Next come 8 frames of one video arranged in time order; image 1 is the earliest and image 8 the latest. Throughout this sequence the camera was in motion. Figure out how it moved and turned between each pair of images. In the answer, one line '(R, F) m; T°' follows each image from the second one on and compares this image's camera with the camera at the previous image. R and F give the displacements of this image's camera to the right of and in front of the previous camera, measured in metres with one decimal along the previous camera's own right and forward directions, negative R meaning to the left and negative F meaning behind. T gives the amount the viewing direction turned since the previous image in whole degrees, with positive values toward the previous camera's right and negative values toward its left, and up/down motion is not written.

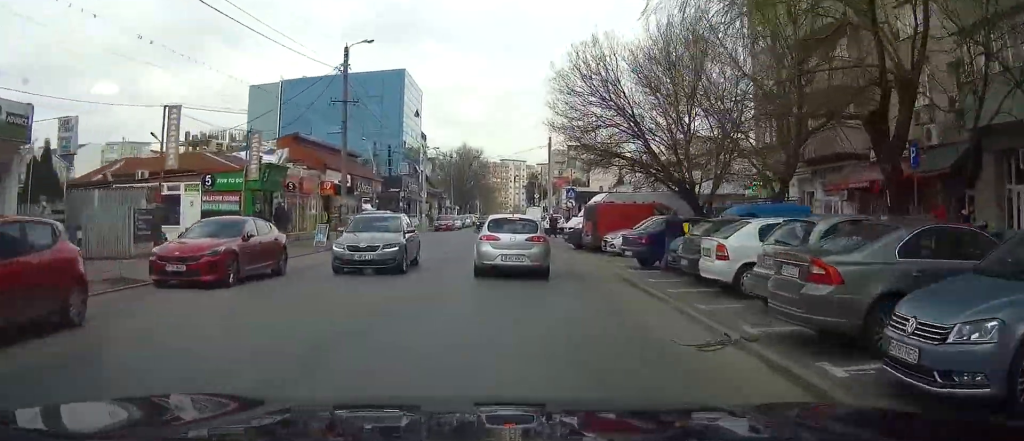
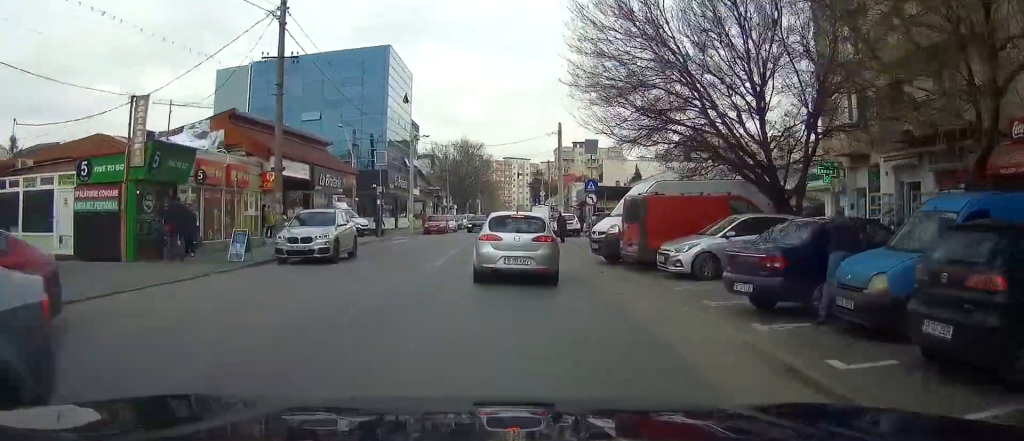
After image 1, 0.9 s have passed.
(0.0, +9.8) m; 0°
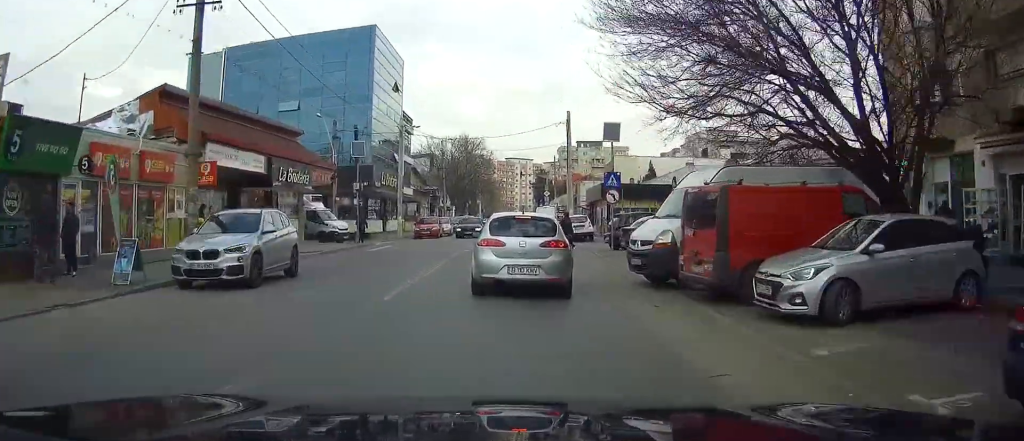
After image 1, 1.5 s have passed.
(0.0, +6.8) m; -1°
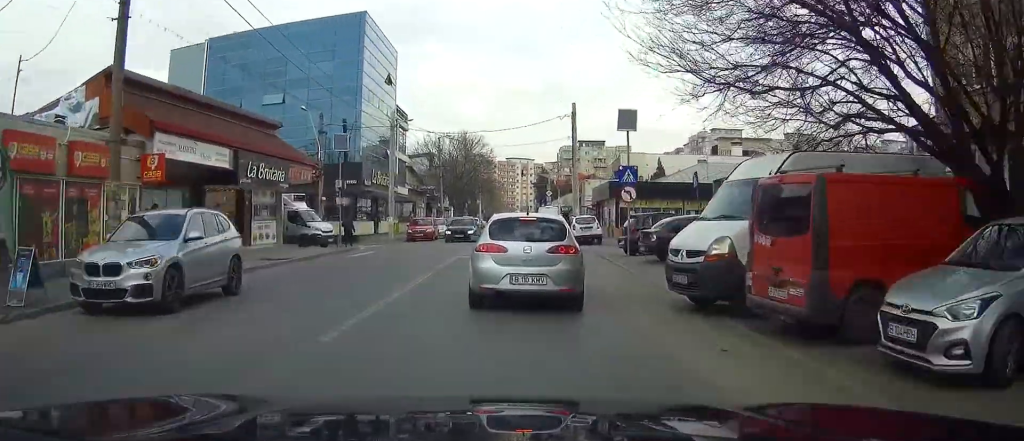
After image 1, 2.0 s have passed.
(0.0, +3.4) m; 0°
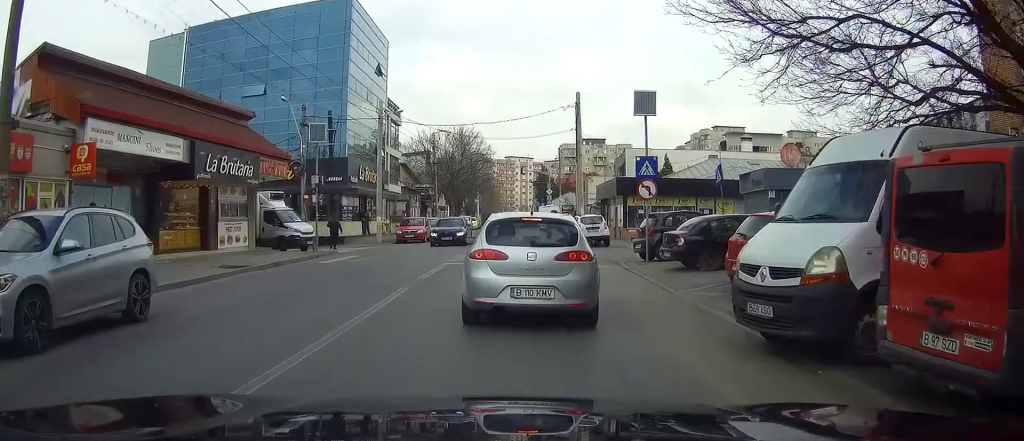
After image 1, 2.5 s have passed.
(-0.1, +3.7) m; 0°
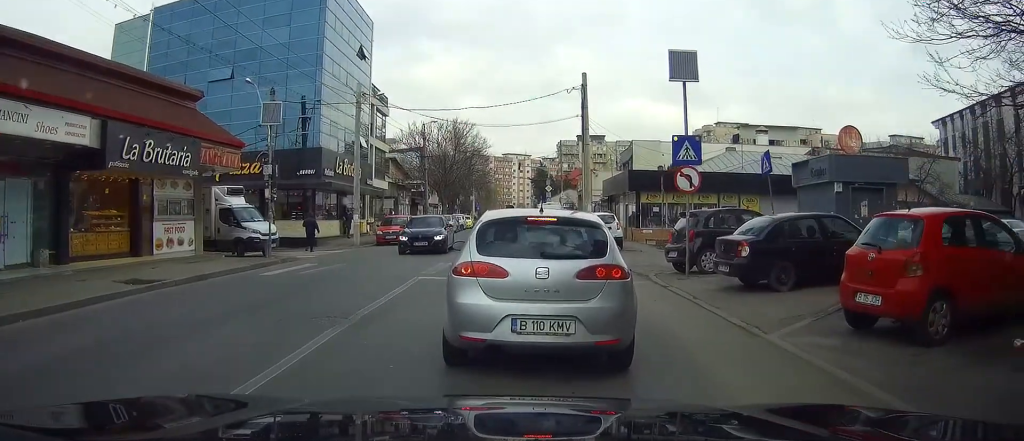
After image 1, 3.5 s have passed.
(+0.1, +5.0) m; 0°
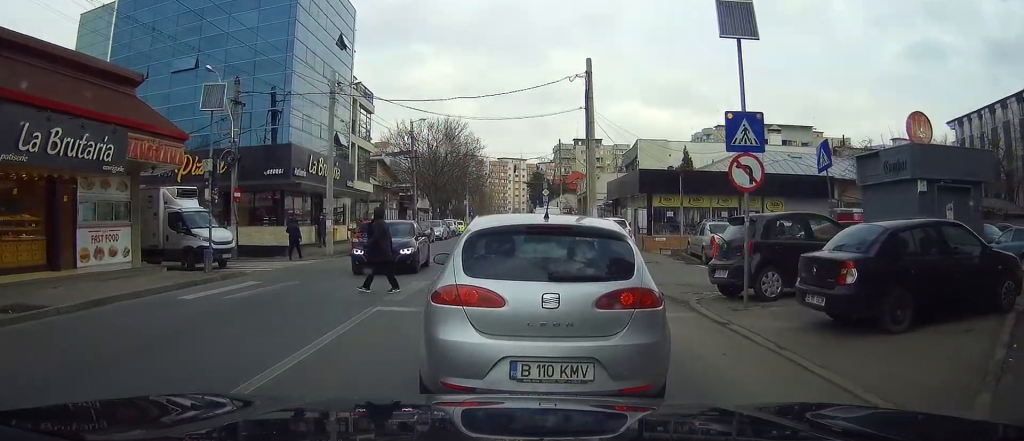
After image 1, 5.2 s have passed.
(-0.2, +4.3) m; -3°
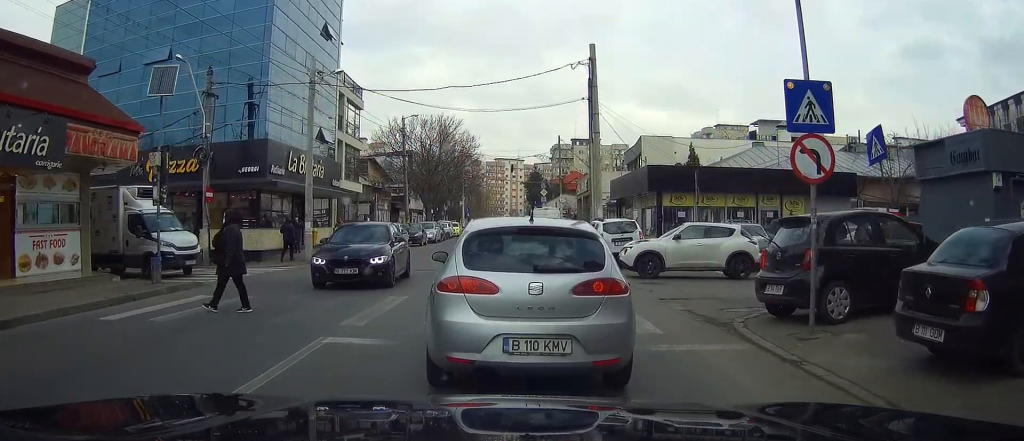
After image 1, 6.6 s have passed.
(+0.1, +3.1) m; -1°
